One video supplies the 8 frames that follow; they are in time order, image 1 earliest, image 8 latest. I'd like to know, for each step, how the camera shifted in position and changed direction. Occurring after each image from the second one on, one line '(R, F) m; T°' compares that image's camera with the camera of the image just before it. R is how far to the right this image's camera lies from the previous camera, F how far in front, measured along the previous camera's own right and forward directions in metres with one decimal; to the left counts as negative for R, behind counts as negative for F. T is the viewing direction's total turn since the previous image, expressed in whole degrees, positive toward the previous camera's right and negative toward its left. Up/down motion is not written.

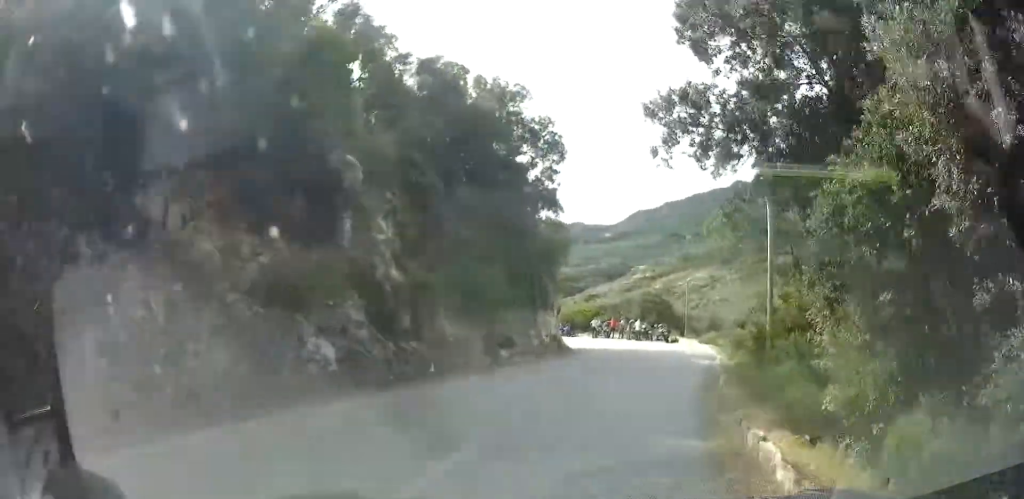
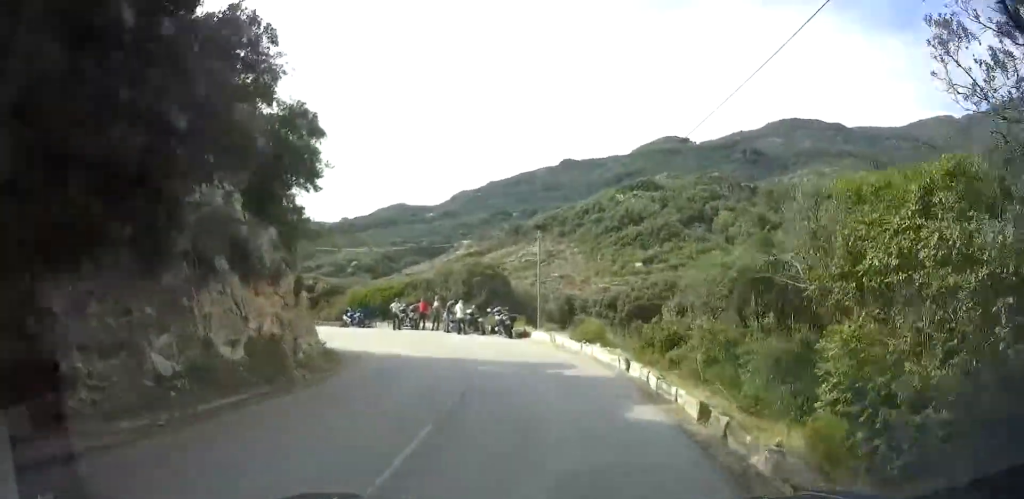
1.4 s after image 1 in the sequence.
(+2.1, +17.7) m; +8°
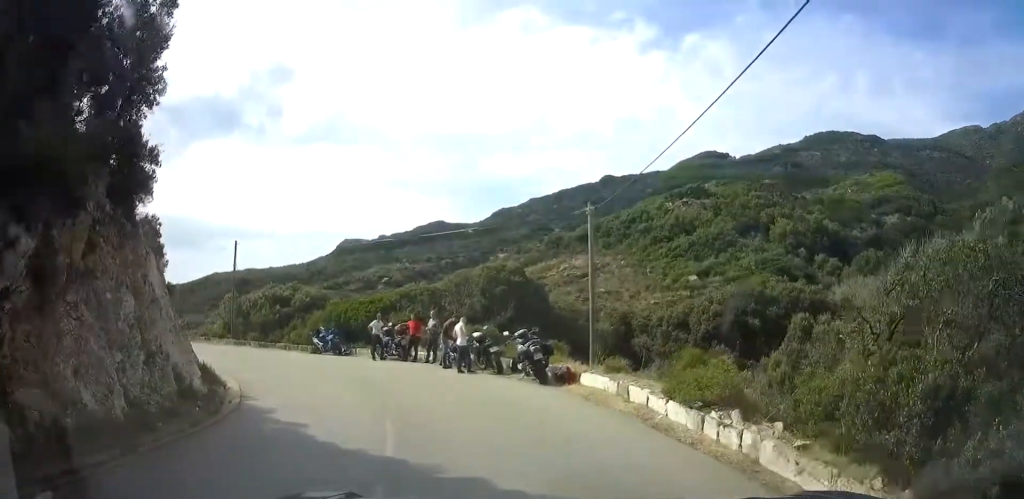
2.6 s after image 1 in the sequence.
(-0.1, +12.3) m; -2°
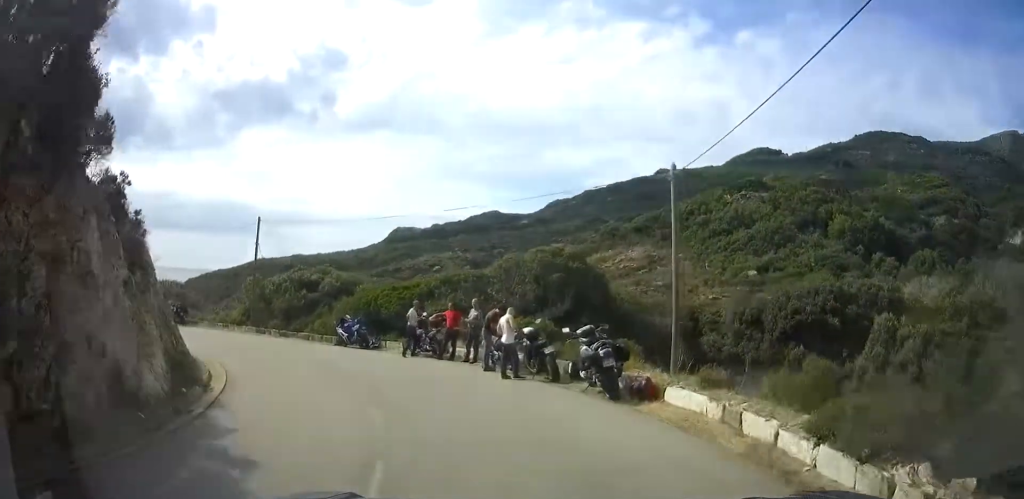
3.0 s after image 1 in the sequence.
(-0.2, +4.4) m; -1°
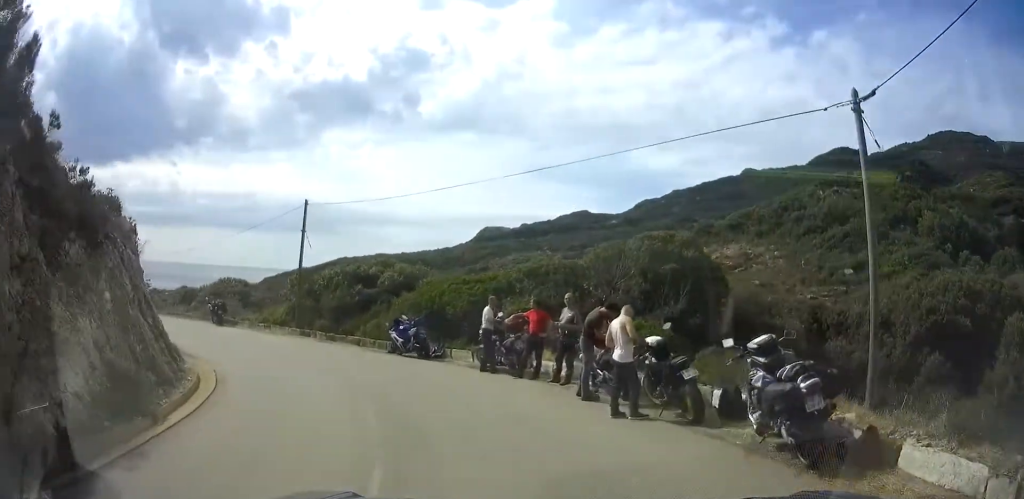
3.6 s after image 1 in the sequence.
(+0.2, +5.8) m; -5°
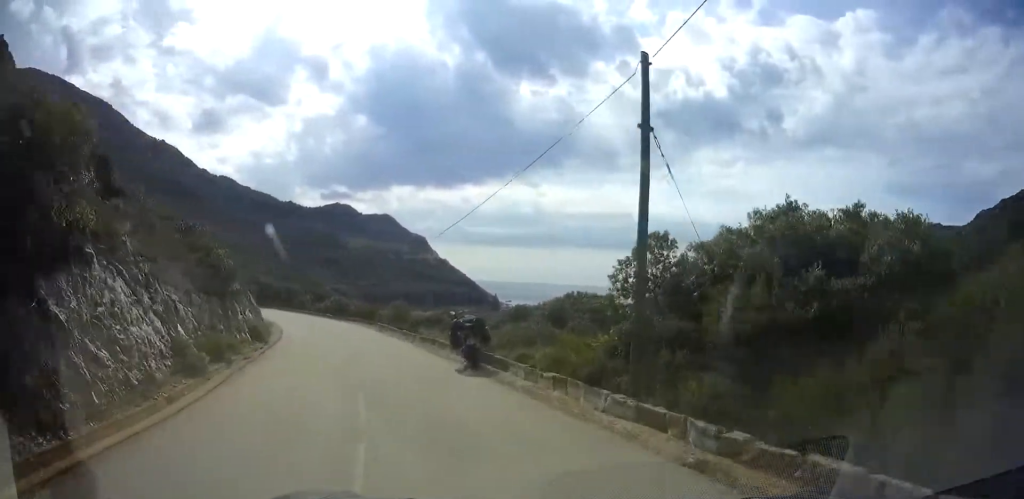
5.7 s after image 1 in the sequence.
(-7.1, +15.2) m; -48°
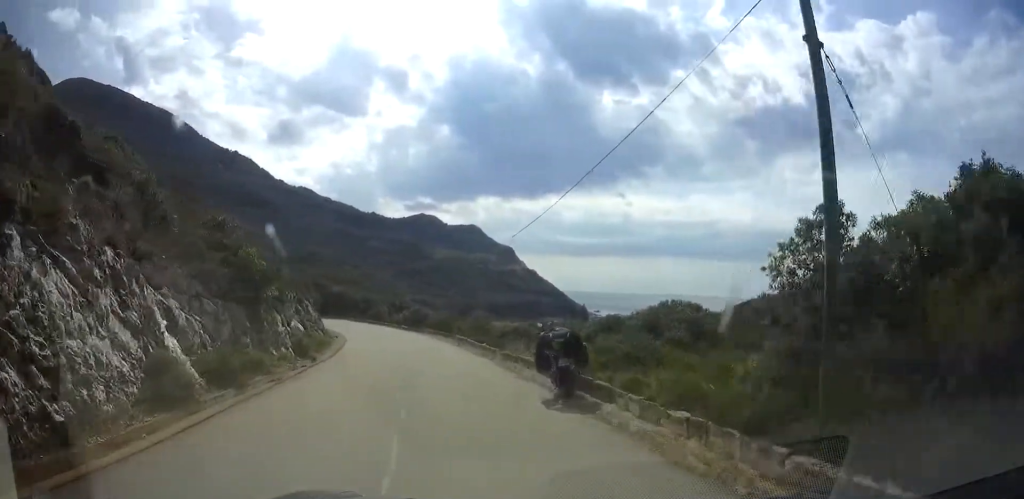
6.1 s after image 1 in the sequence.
(-0.6, +3.8) m; -4°
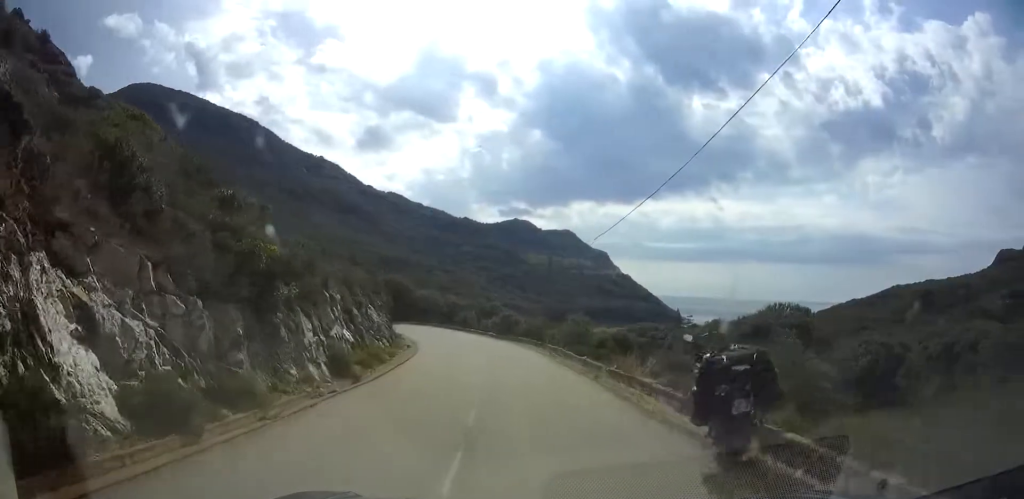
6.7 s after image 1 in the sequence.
(+0.7, +5.1) m; +2°
